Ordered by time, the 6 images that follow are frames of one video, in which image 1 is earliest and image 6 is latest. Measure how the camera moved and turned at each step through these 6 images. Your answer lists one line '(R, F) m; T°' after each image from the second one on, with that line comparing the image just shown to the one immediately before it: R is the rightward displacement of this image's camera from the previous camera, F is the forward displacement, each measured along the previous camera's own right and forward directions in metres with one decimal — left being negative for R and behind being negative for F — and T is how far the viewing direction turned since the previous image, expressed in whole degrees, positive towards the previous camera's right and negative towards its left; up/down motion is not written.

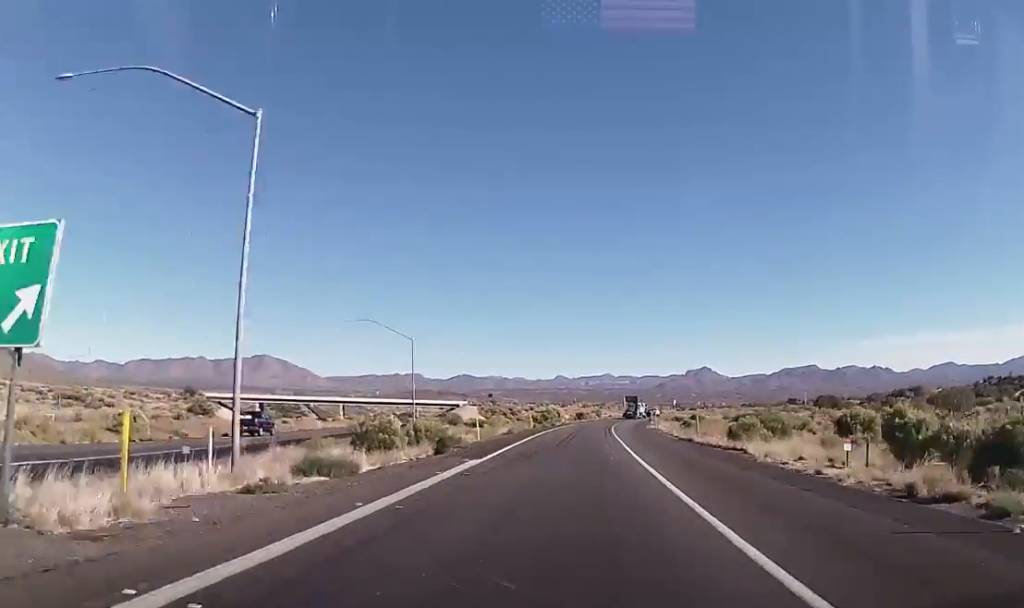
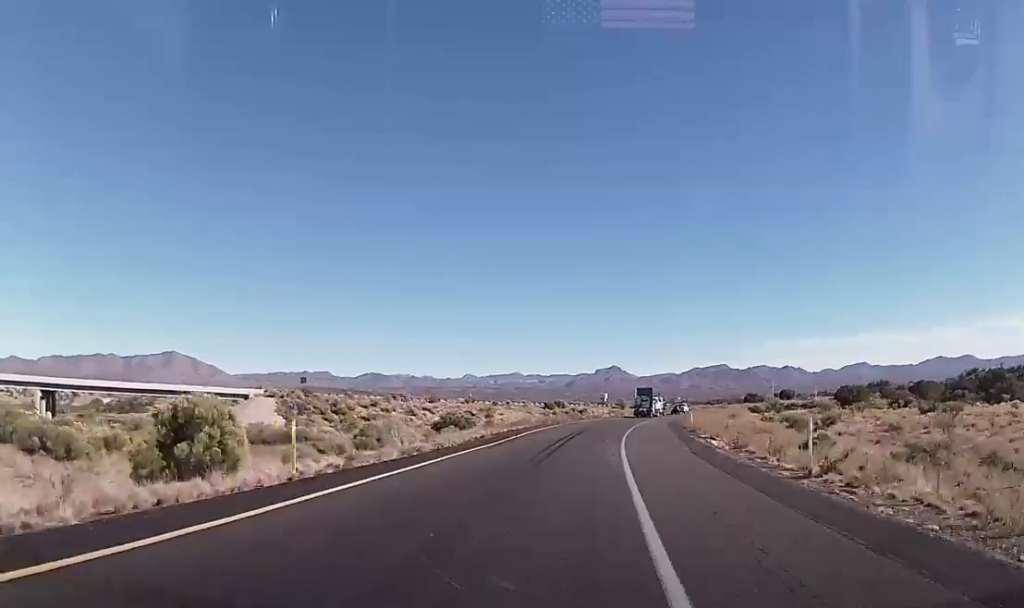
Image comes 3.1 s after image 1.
(+3.9, +113.1) m; +6°
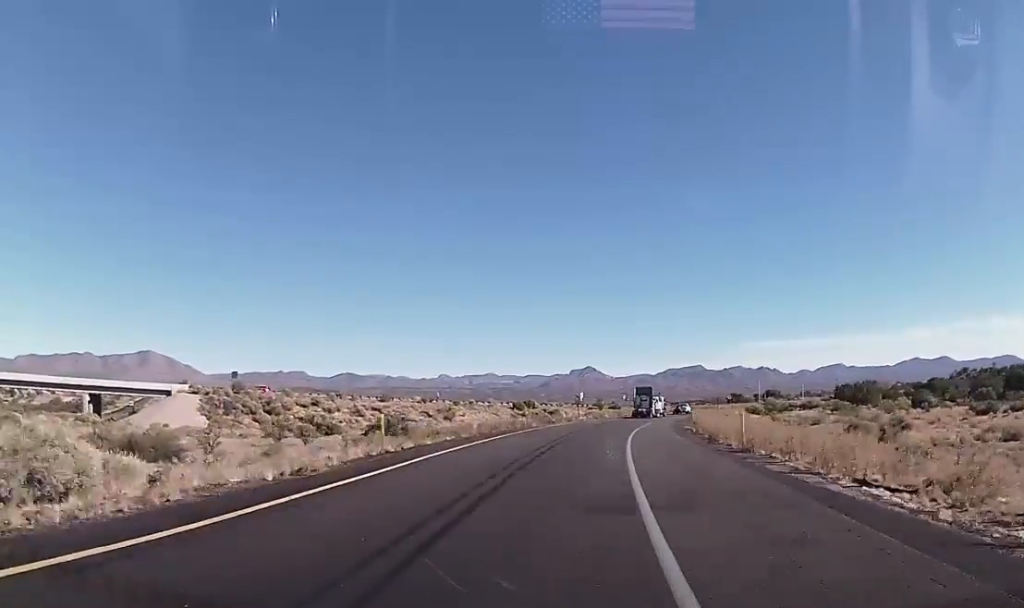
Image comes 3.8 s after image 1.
(+0.1, +21.6) m; +2°
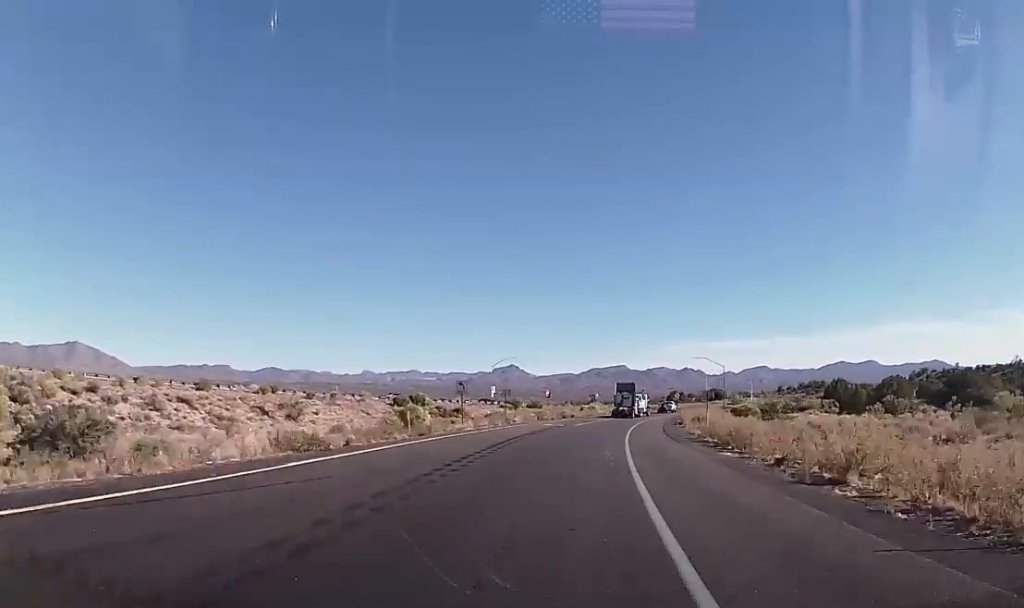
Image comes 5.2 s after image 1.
(+2.0, +48.8) m; +4°
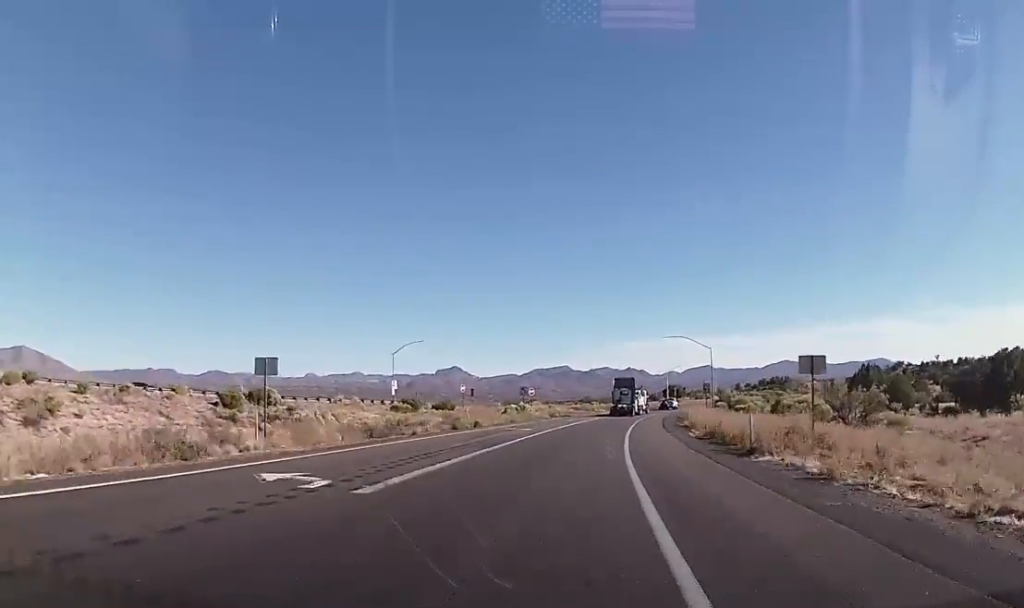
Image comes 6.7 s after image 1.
(+2.2, +46.0) m; +5°
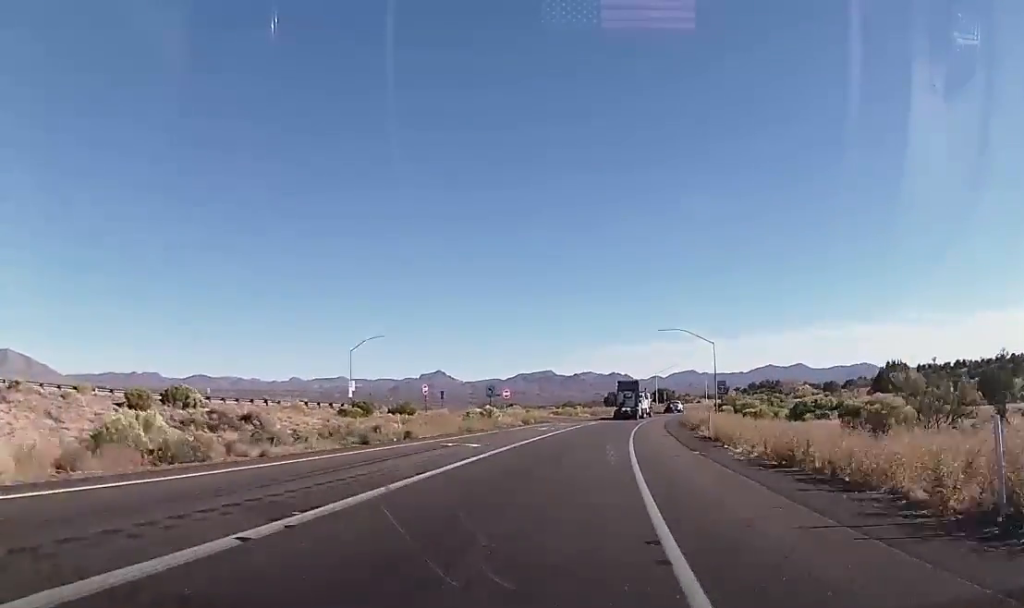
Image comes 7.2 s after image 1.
(+0.2, +15.8) m; +1°
